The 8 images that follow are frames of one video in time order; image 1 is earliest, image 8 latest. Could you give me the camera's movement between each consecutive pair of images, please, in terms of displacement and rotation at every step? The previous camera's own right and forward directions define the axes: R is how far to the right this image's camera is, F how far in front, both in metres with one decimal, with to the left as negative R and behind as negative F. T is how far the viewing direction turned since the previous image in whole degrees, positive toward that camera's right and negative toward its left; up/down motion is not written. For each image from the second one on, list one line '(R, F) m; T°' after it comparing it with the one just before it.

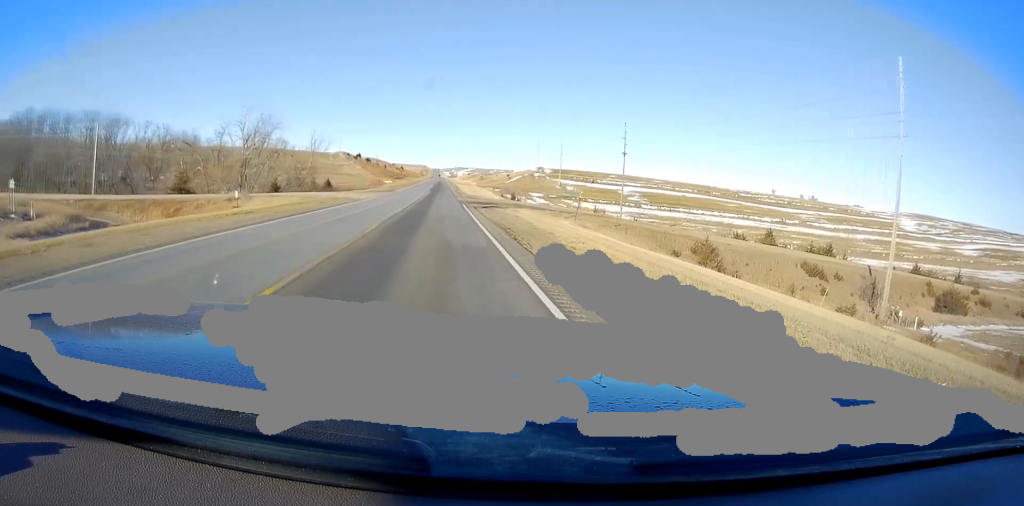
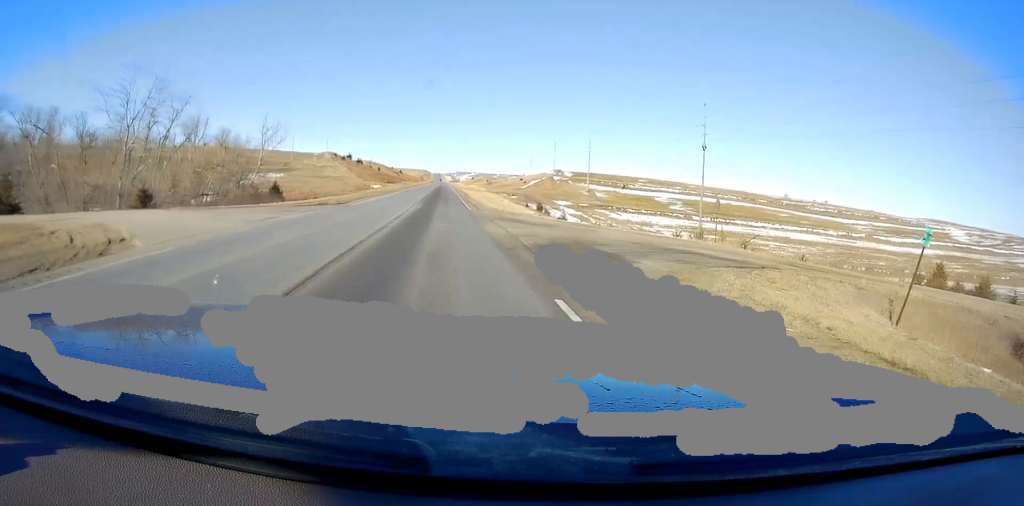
(-0.4, +37.1) m; 0°
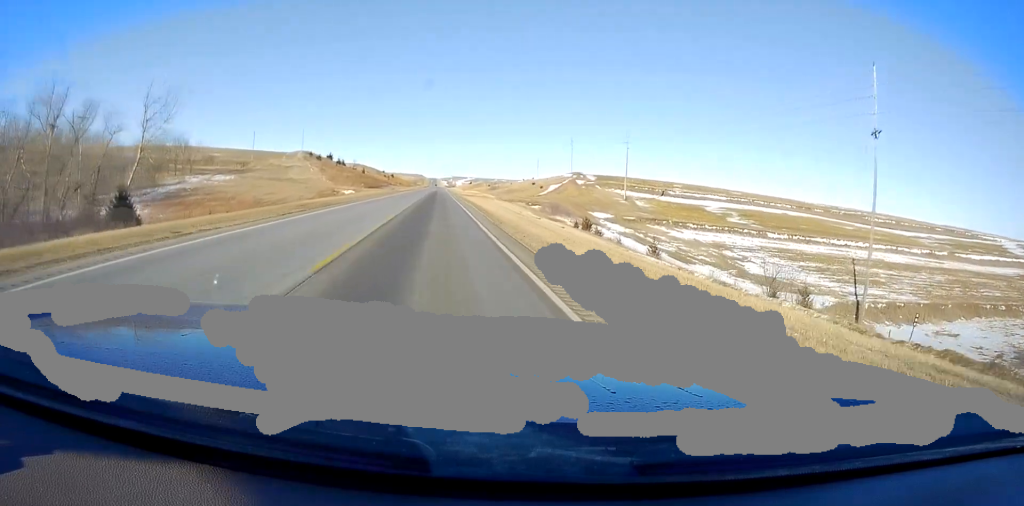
(+0.2, +37.9) m; 0°
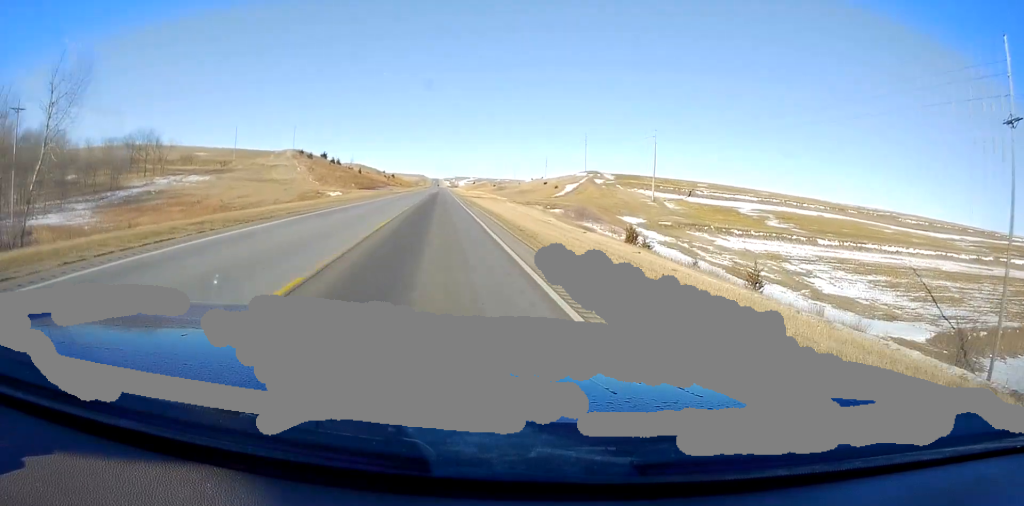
(-0.2, +16.0) m; 0°
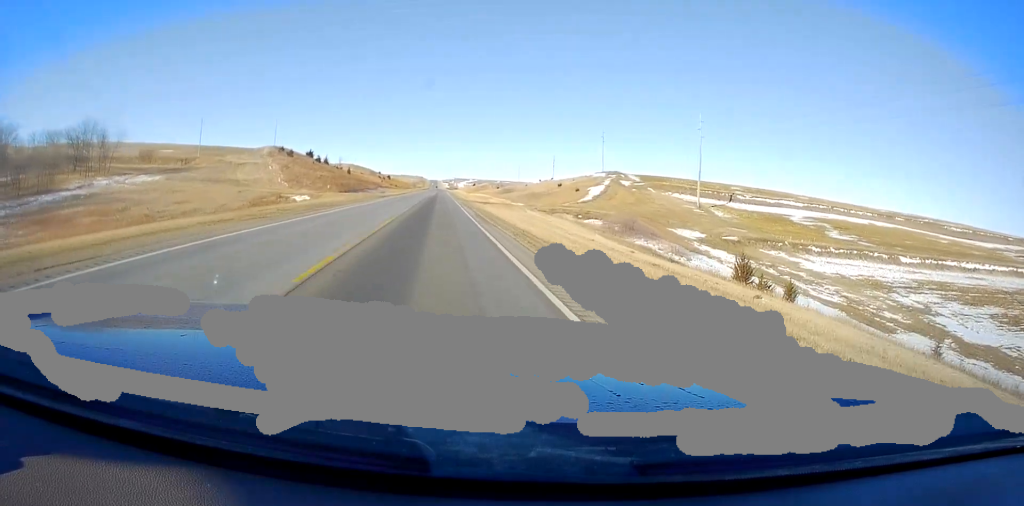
(+0.4, +21.4) m; 0°
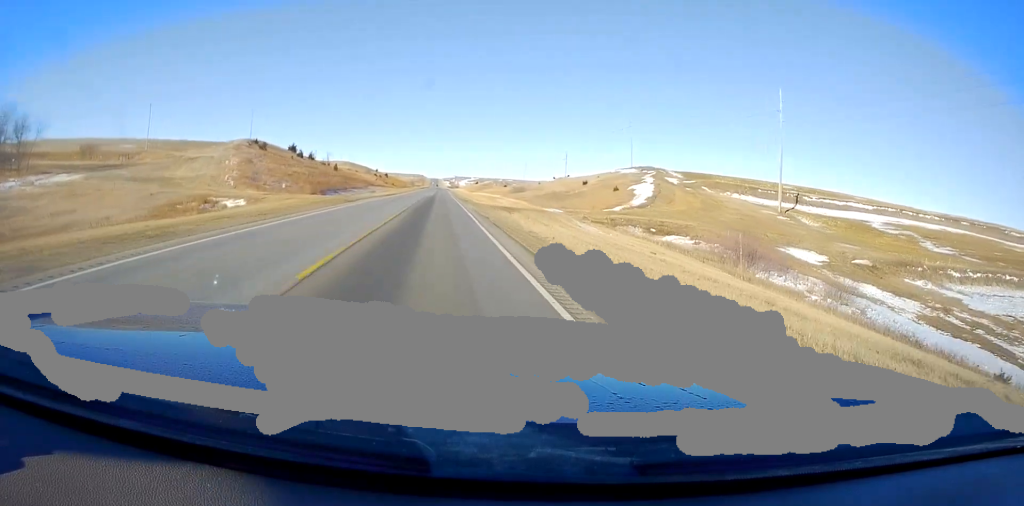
(-0.2, +24.0) m; 0°
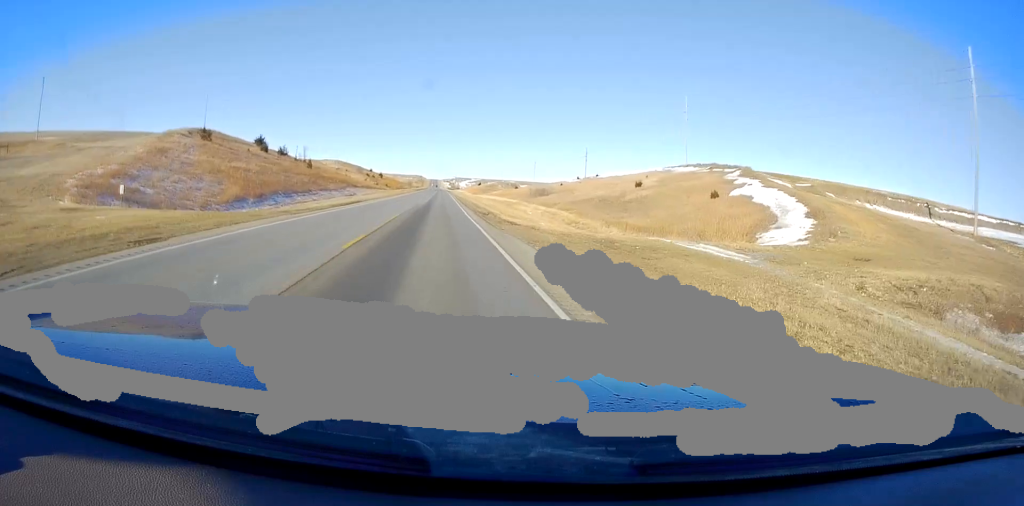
(+0.2, +32.2) m; +1°
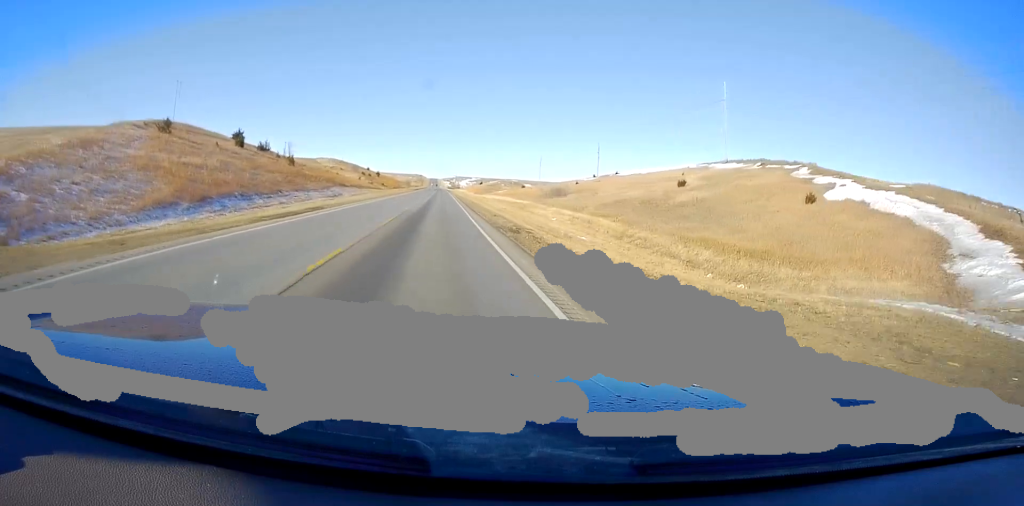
(+0.1, +15.9) m; 0°
